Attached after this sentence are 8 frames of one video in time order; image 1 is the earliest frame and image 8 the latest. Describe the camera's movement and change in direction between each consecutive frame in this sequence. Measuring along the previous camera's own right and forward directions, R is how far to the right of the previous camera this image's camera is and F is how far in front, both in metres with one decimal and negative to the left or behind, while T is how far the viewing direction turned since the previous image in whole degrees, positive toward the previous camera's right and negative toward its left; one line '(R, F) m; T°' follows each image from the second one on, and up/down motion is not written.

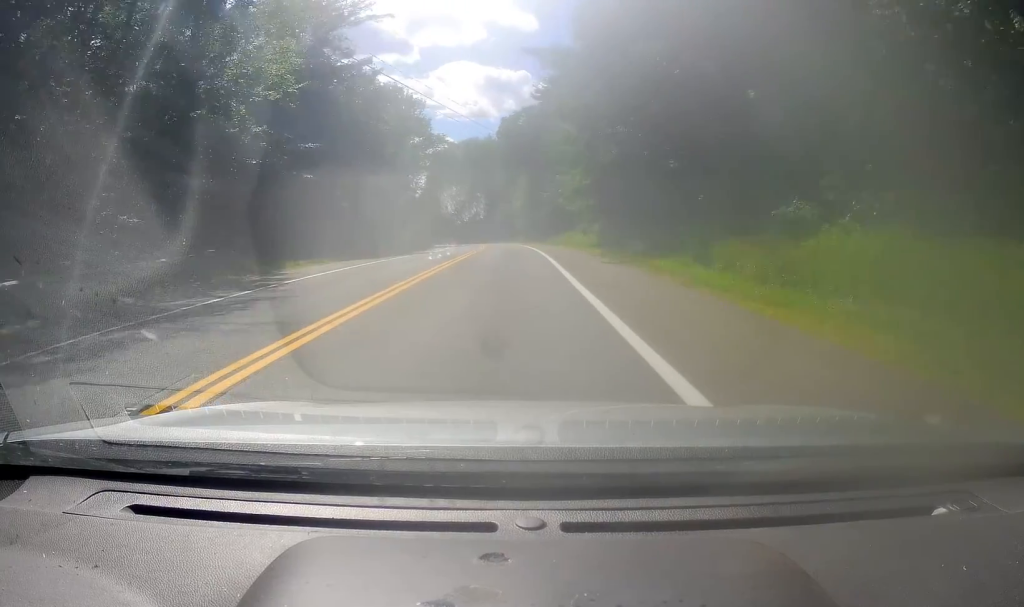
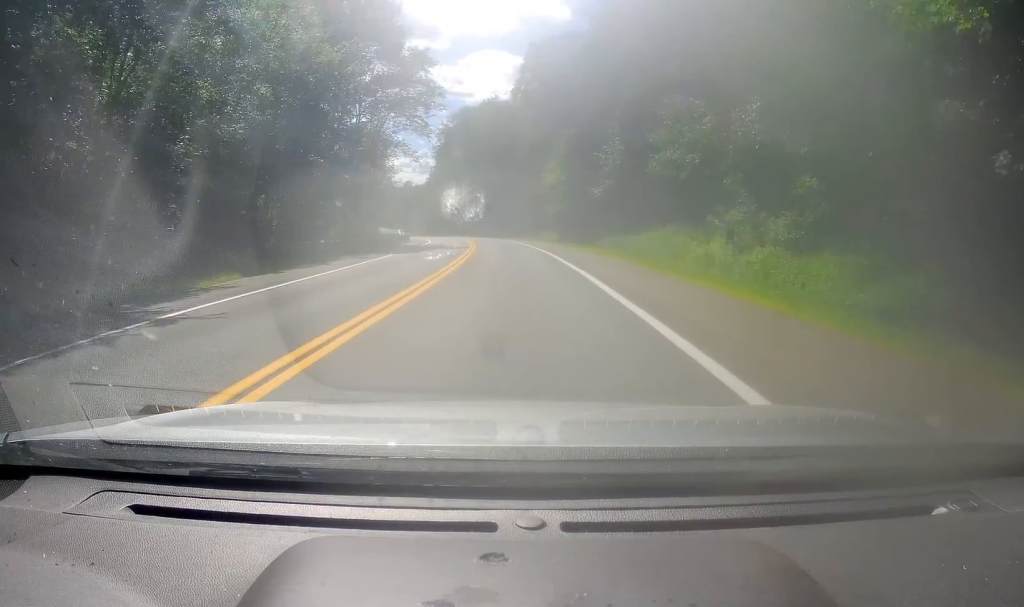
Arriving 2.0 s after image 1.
(+0.1, +42.4) m; 0°
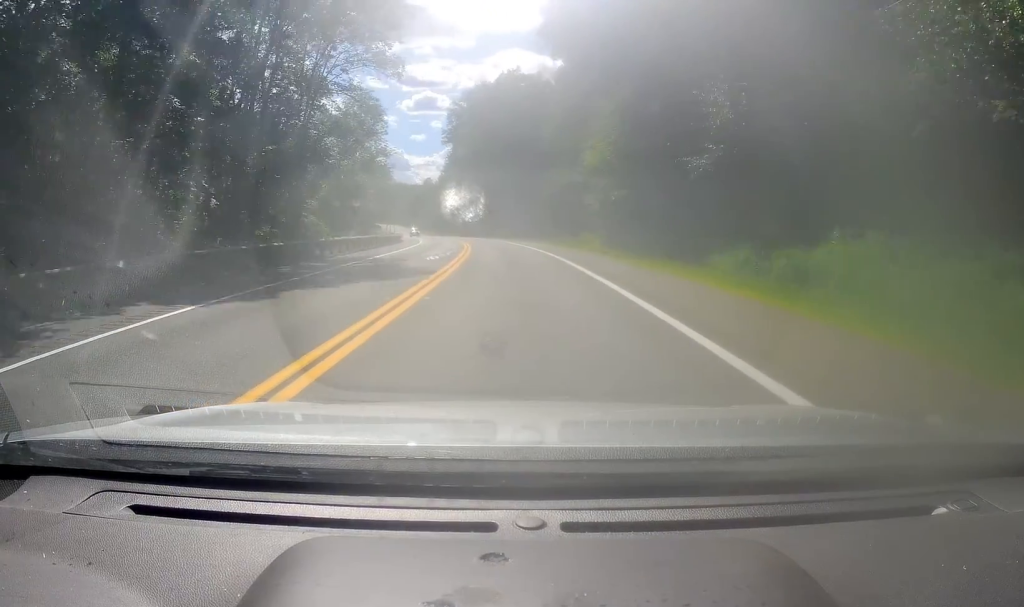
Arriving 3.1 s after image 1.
(-0.1, +23.7) m; -3°
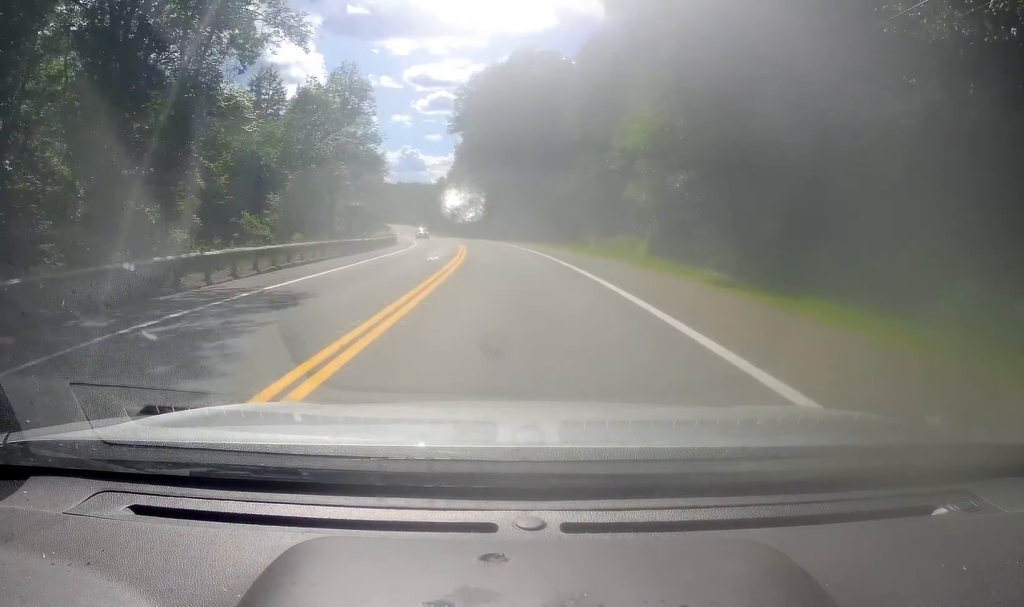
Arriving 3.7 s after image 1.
(-0.7, +14.4) m; -1°
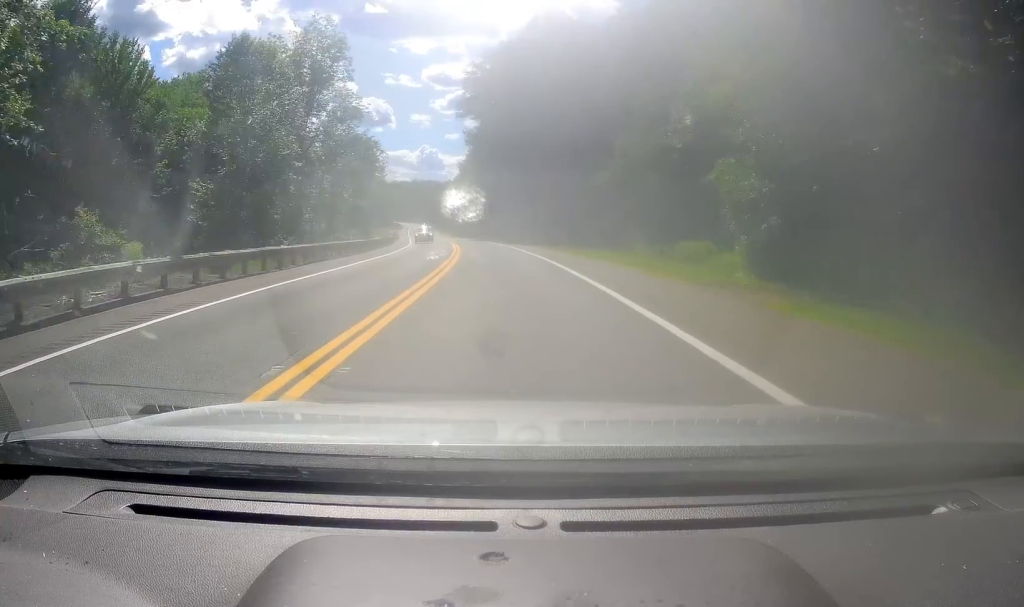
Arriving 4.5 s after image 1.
(0.0, +15.9) m; 0°
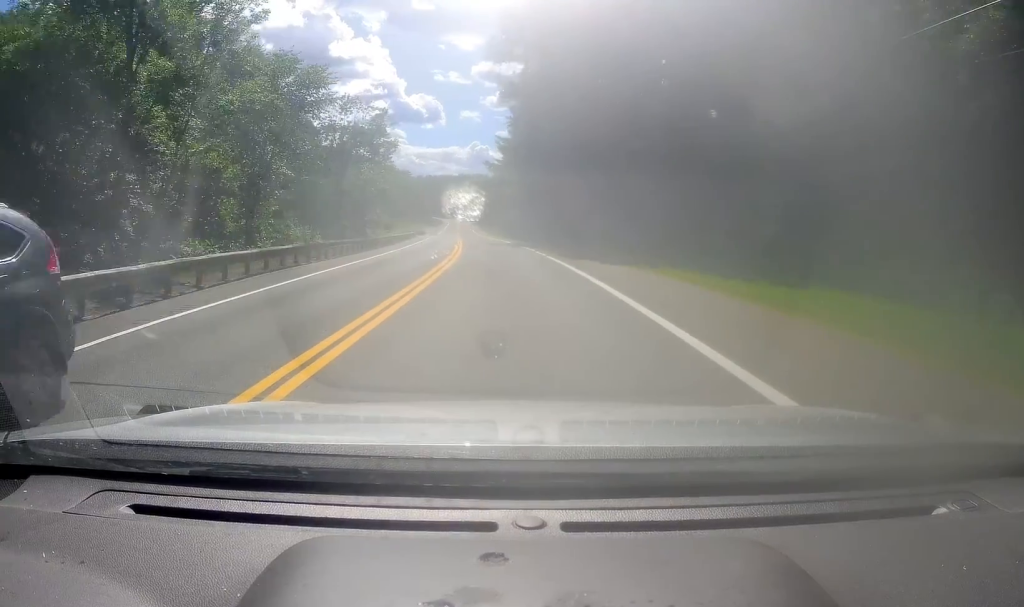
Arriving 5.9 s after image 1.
(-0.2, +30.3) m; -2°
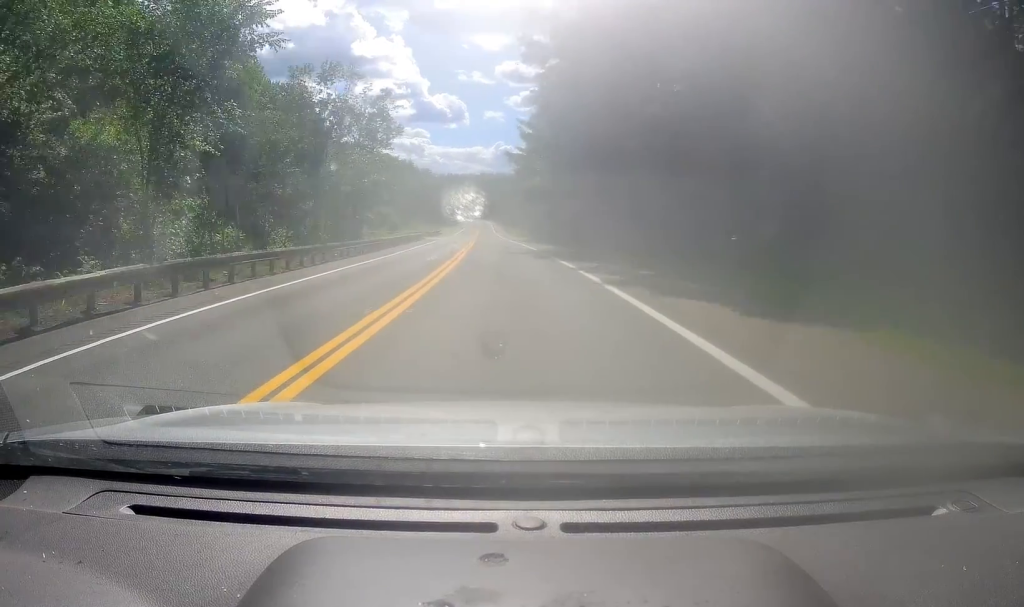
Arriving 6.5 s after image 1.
(-0.3, +13.8) m; -2°
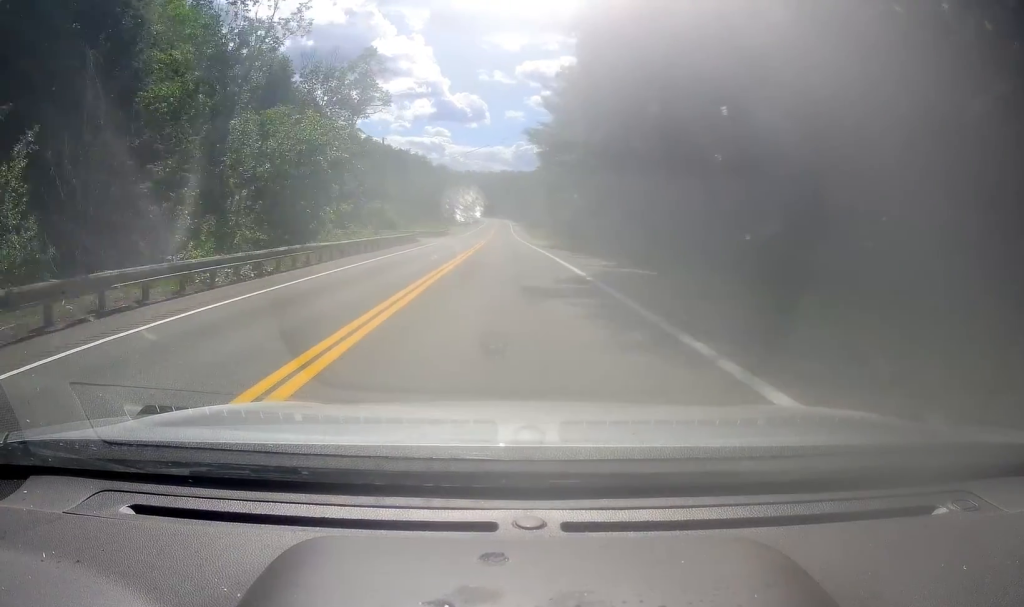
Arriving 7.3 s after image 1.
(-0.3, +17.6) m; -2°
